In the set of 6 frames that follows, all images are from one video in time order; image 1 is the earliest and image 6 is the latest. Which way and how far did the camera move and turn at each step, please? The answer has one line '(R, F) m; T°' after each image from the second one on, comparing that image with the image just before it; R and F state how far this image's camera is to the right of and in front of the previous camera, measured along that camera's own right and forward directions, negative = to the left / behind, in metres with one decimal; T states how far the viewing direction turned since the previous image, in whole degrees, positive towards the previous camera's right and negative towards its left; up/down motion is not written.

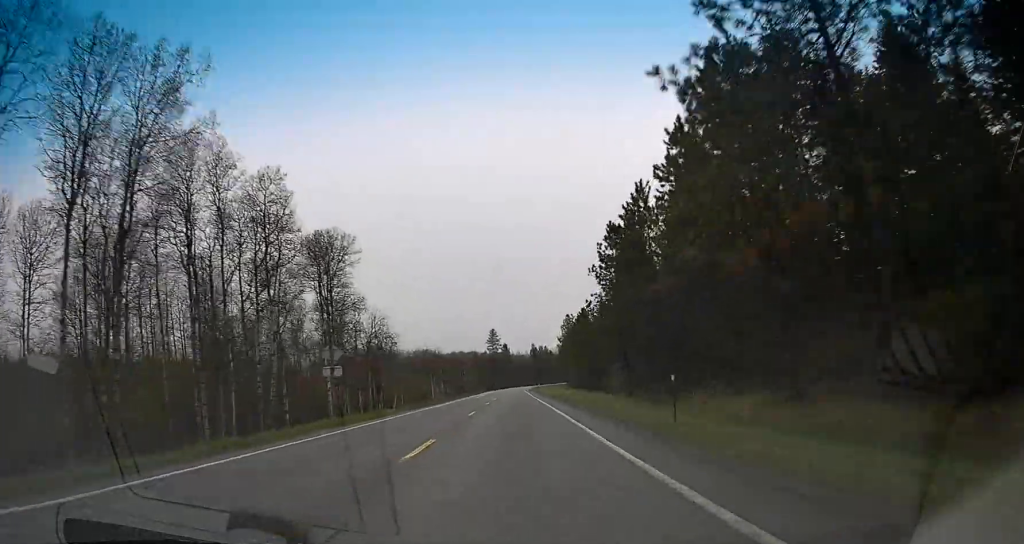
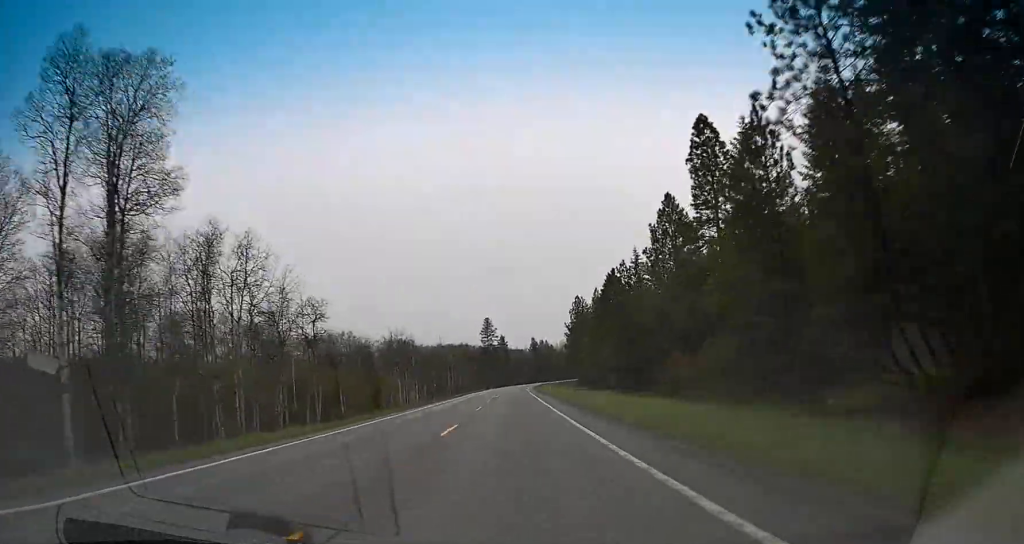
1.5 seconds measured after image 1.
(-0.1, +41.3) m; 0°
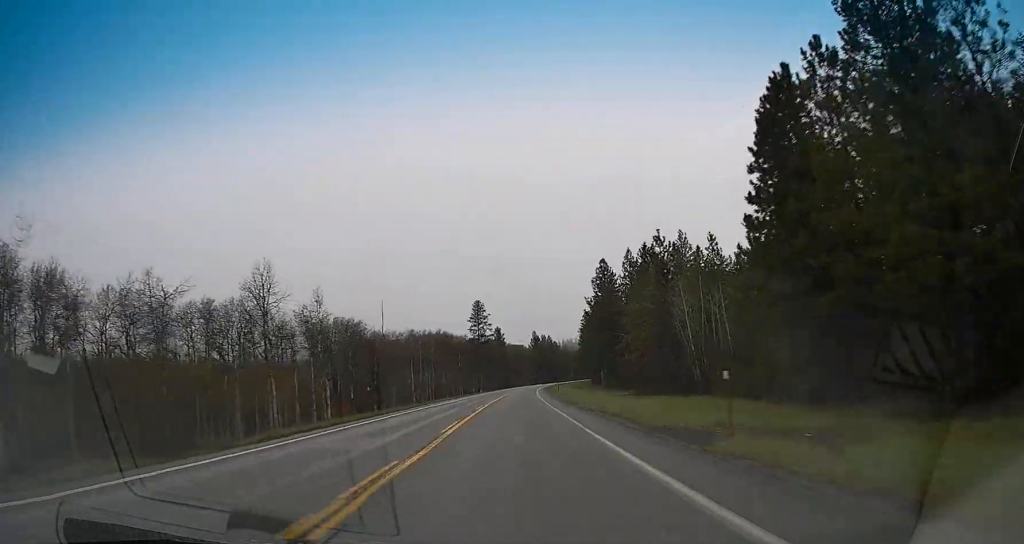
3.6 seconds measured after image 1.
(-0.9, +56.9) m; -1°
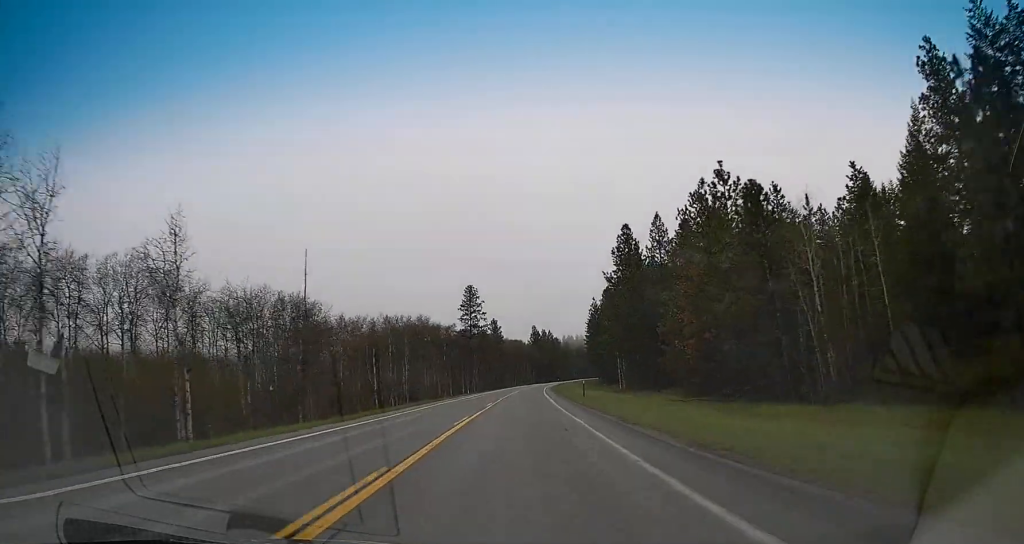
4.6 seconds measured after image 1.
(+0.2, +28.9) m; +2°
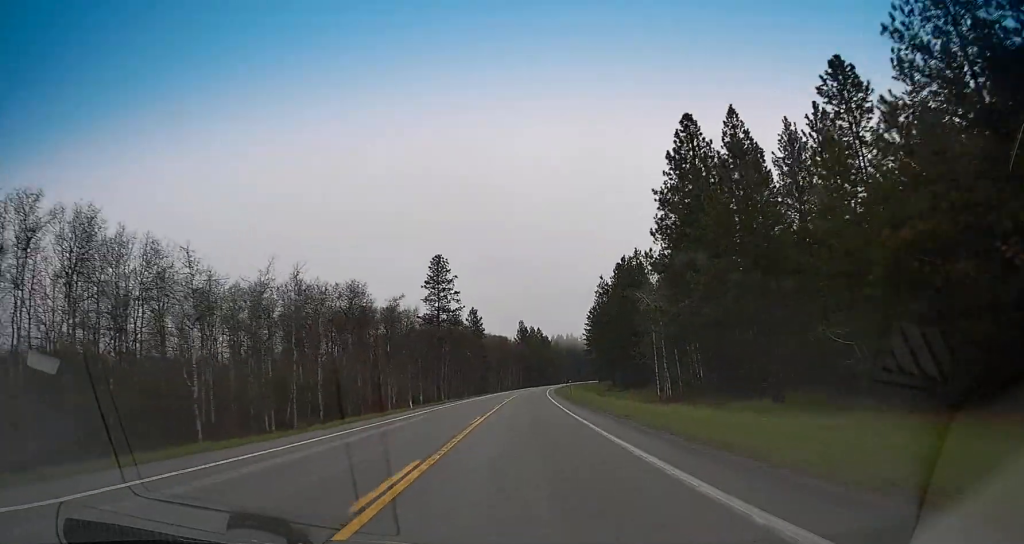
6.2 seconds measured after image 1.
(+1.2, +42.9) m; +1°
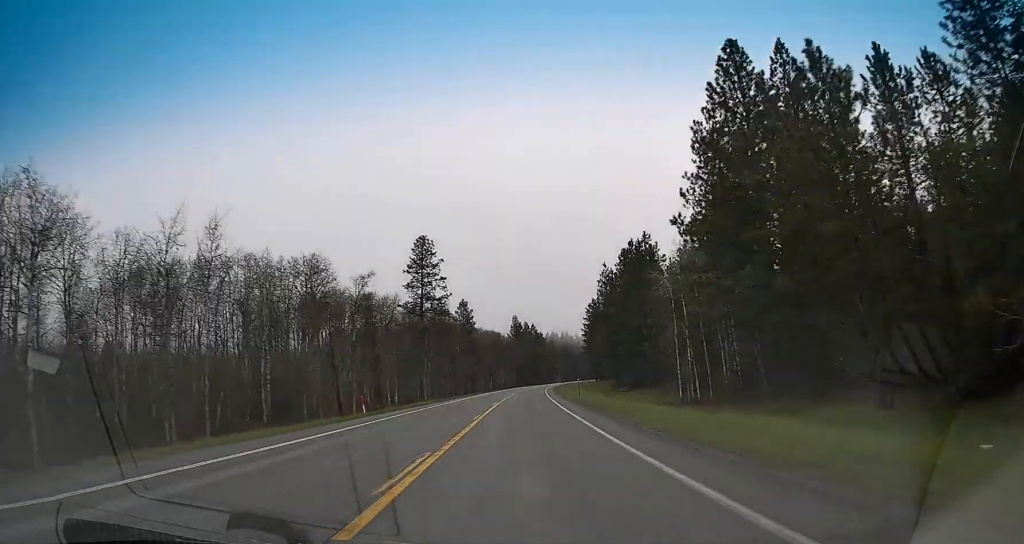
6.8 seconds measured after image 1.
(-0.2, +14.0) m; 0°
